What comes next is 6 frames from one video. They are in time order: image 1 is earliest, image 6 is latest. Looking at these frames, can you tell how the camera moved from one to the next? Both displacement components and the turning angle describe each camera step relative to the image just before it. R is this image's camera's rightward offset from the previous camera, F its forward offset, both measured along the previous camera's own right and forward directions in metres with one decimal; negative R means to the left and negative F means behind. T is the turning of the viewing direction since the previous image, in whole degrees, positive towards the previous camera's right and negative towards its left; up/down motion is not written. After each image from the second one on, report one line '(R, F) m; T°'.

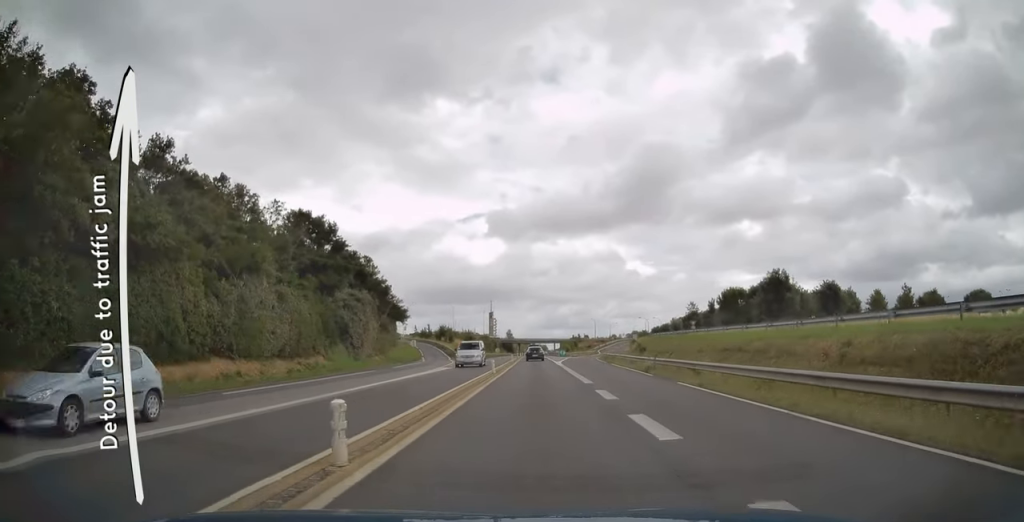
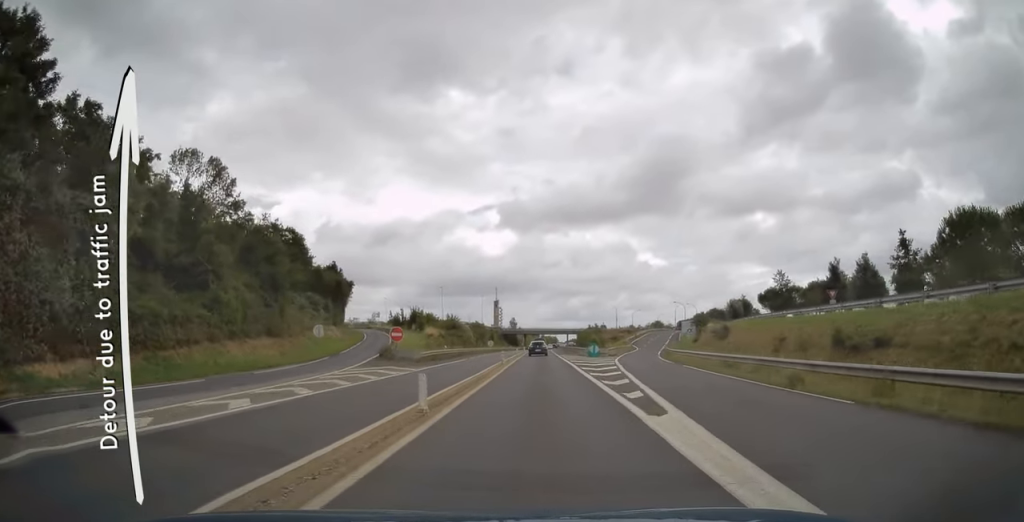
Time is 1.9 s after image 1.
(-0.4, +43.5) m; -1°
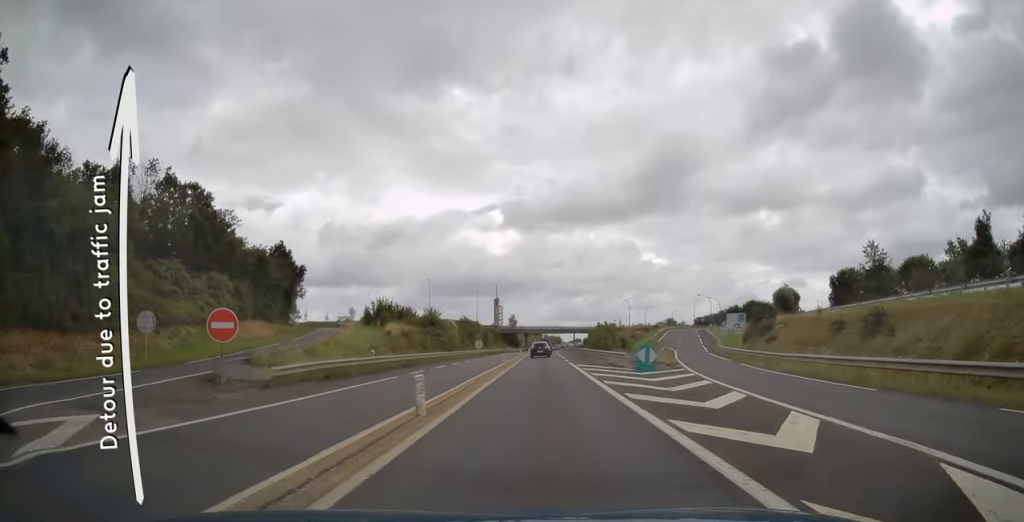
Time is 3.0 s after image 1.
(-0.1, +24.5) m; 0°
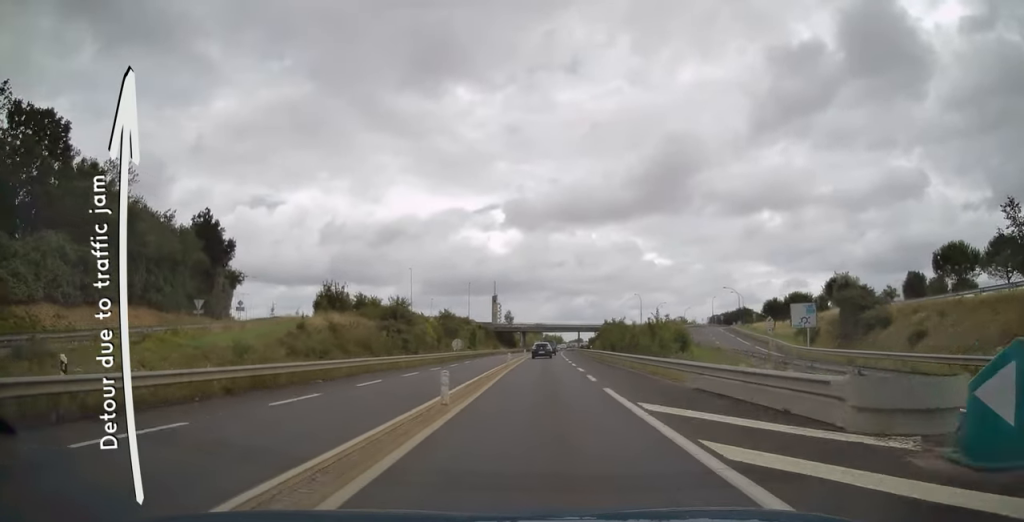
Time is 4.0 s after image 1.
(+0.1, +21.5) m; 0°
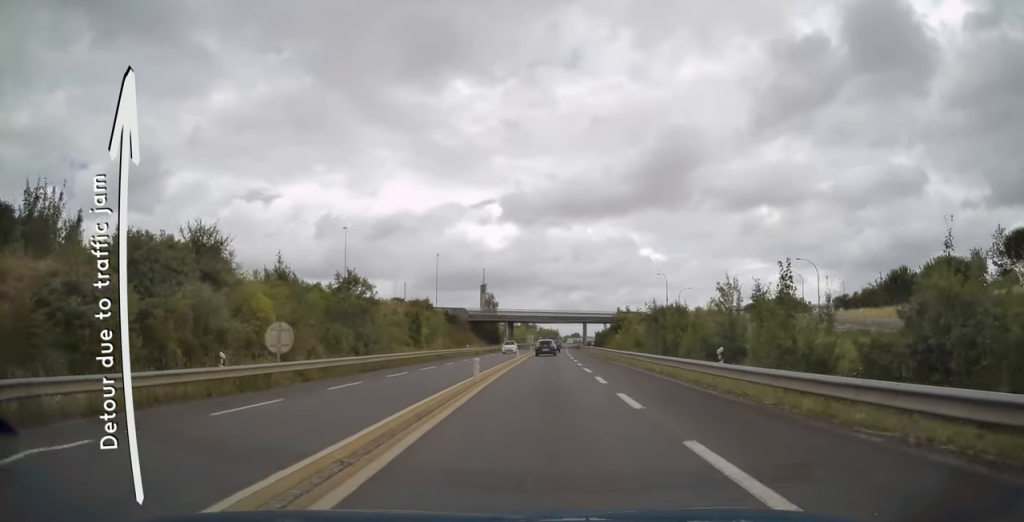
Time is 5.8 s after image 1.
(+0.1, +41.8) m; 0°
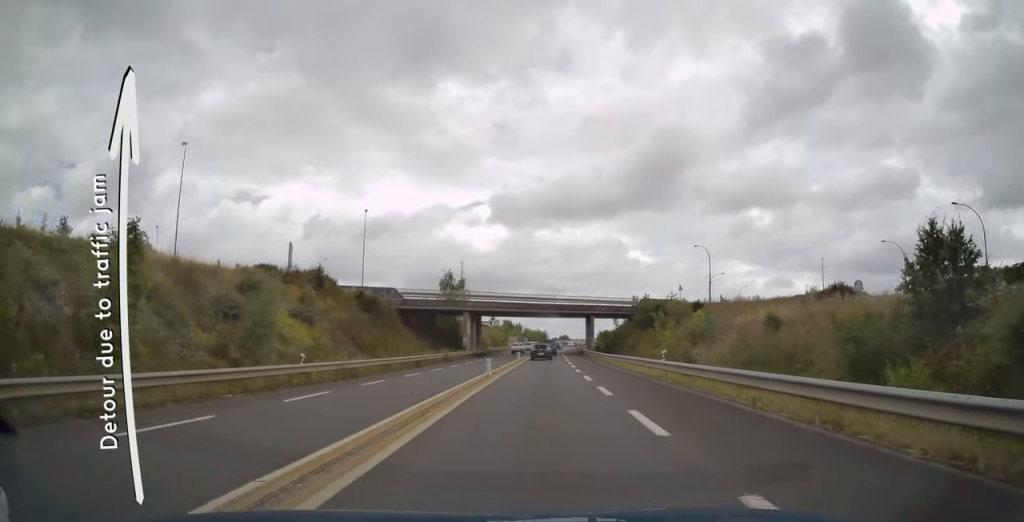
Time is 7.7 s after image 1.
(+0.3, +41.8) m; +1°
